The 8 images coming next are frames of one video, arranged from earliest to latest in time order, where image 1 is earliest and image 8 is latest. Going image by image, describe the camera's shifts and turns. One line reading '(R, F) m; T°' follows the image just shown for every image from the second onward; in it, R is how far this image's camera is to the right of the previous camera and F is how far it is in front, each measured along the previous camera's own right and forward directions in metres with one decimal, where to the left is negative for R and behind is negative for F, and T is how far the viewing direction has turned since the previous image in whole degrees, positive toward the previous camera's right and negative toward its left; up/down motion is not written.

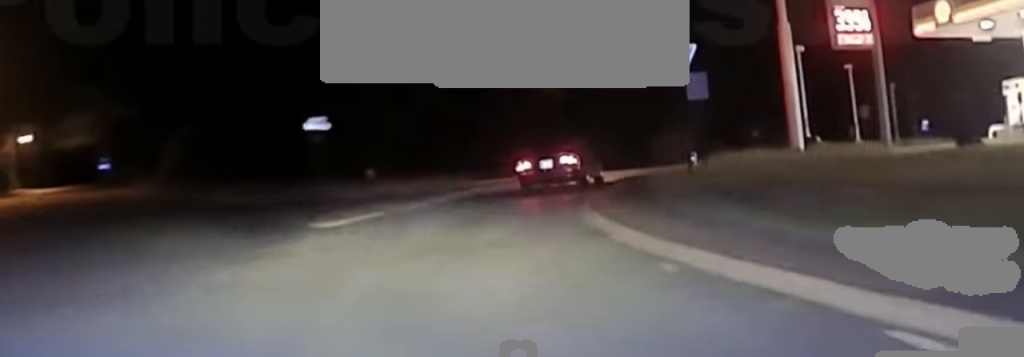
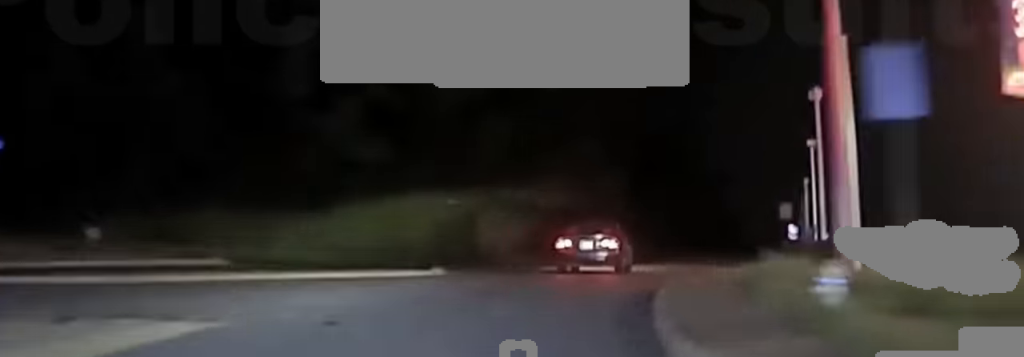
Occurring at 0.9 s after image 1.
(+1.5, +14.8) m; +11°
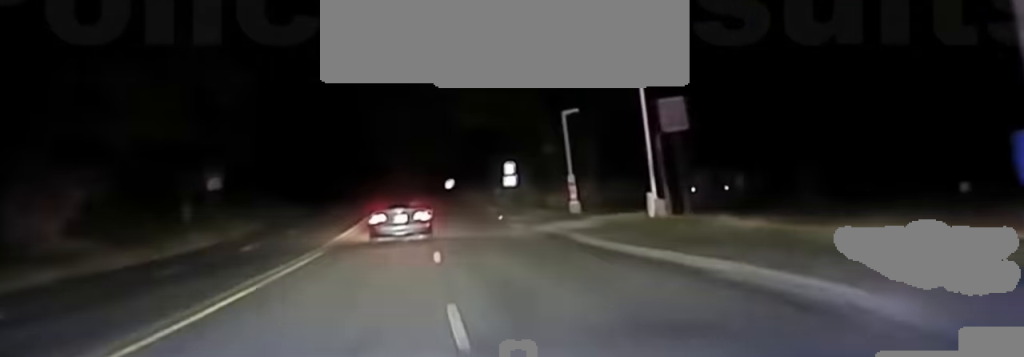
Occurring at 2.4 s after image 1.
(+4.1, +26.4) m; +16°
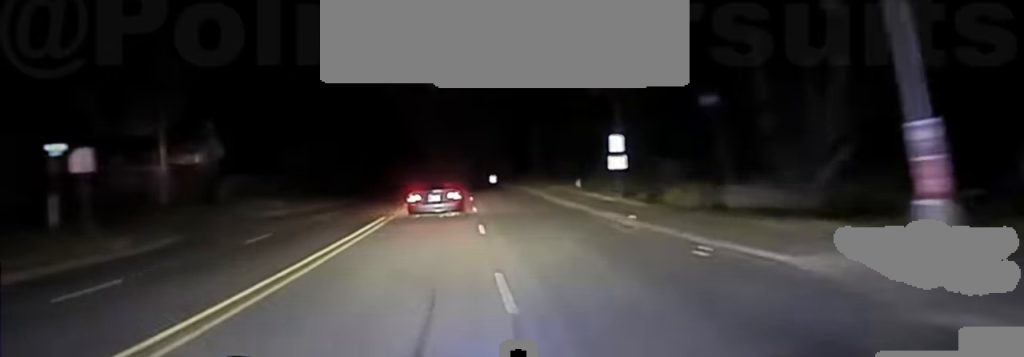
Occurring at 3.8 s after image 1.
(+2.5, +37.0) m; +4°
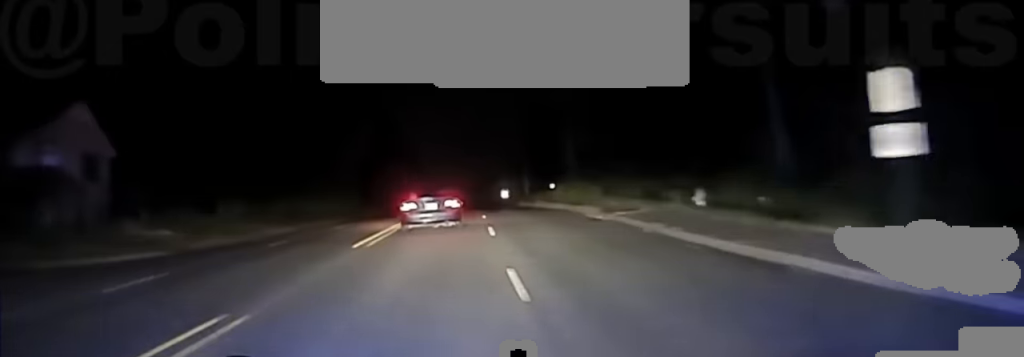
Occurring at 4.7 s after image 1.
(0.0, +27.3) m; 0°
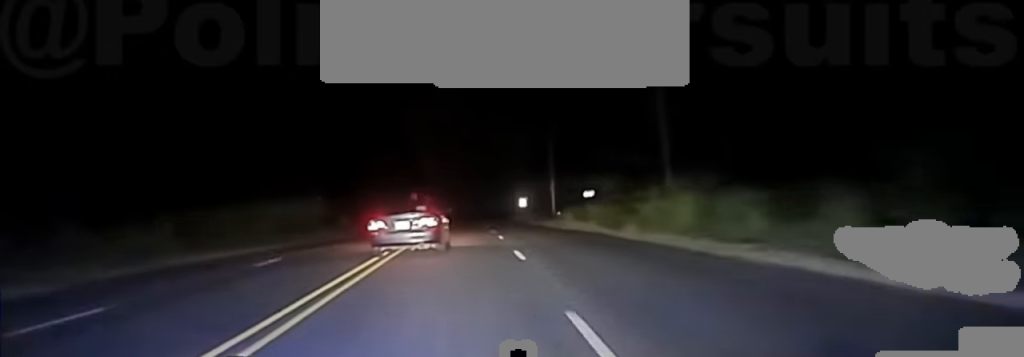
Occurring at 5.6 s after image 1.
(-0.2, +30.5) m; 0°
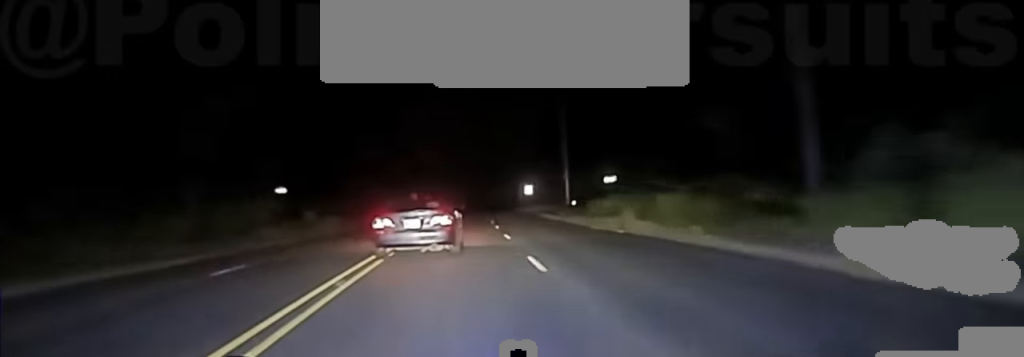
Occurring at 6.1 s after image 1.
(-0.1, +17.7) m; 0°
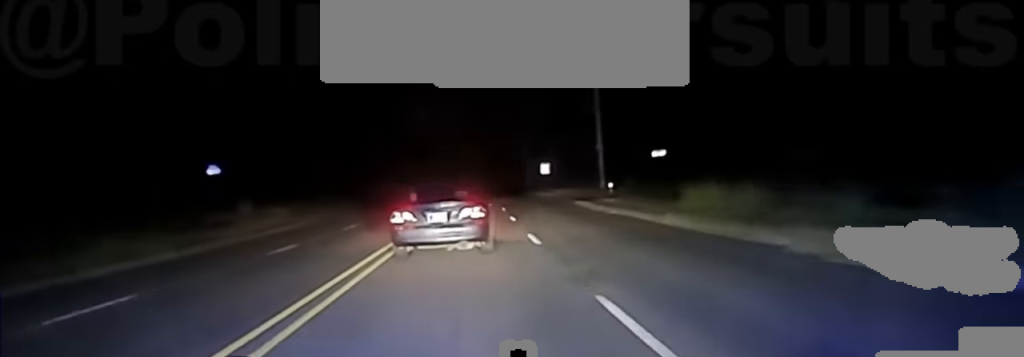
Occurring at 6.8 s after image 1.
(0.0, +20.4) m; 0°
